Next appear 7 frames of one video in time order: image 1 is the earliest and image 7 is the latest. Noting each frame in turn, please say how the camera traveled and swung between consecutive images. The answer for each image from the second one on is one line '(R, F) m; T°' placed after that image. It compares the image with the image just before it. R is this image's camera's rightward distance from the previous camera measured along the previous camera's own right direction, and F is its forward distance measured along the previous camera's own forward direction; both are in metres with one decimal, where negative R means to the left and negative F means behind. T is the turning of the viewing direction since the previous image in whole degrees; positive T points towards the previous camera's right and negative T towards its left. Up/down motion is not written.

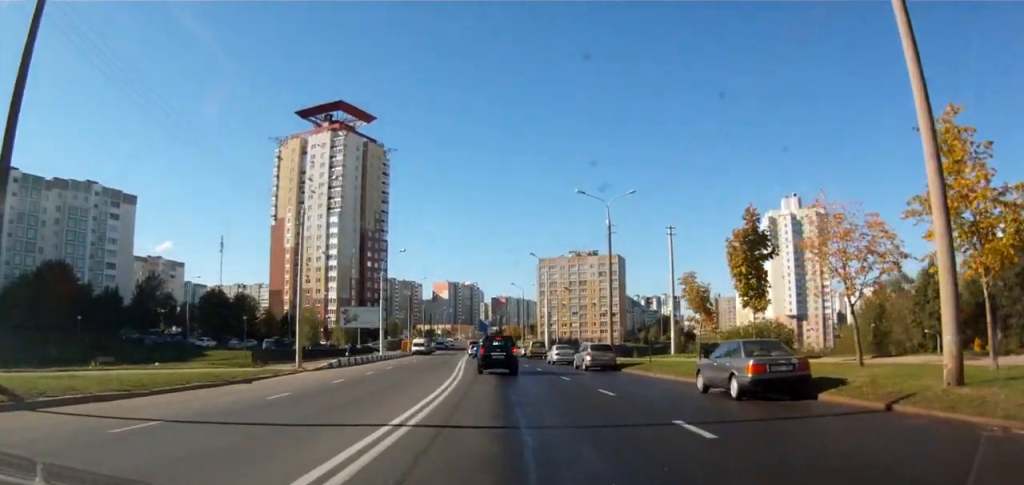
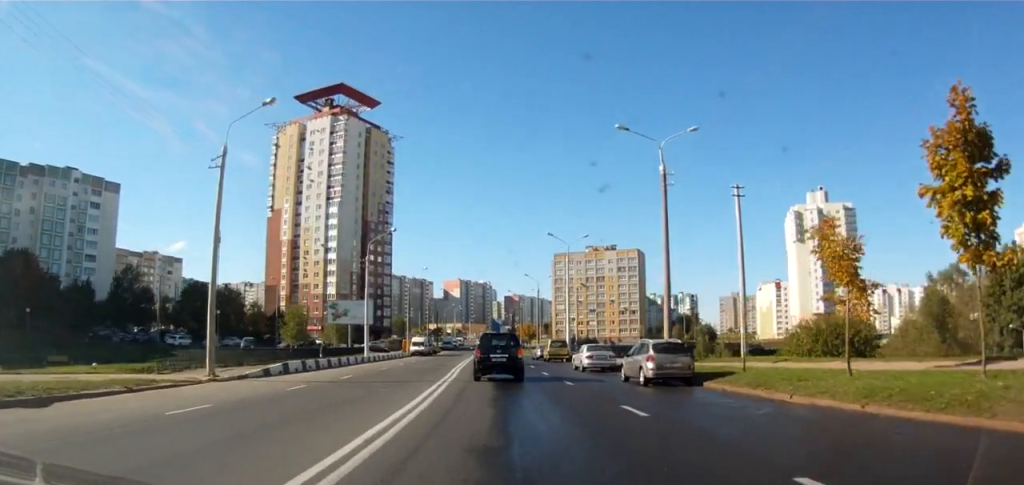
(+0.3, +12.7) m; -2°
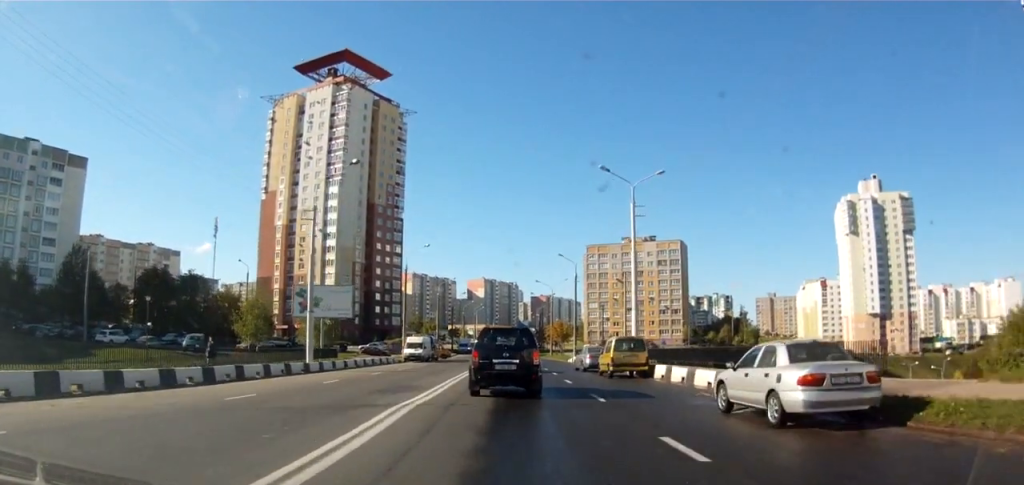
(-1.0, +23.9) m; -3°
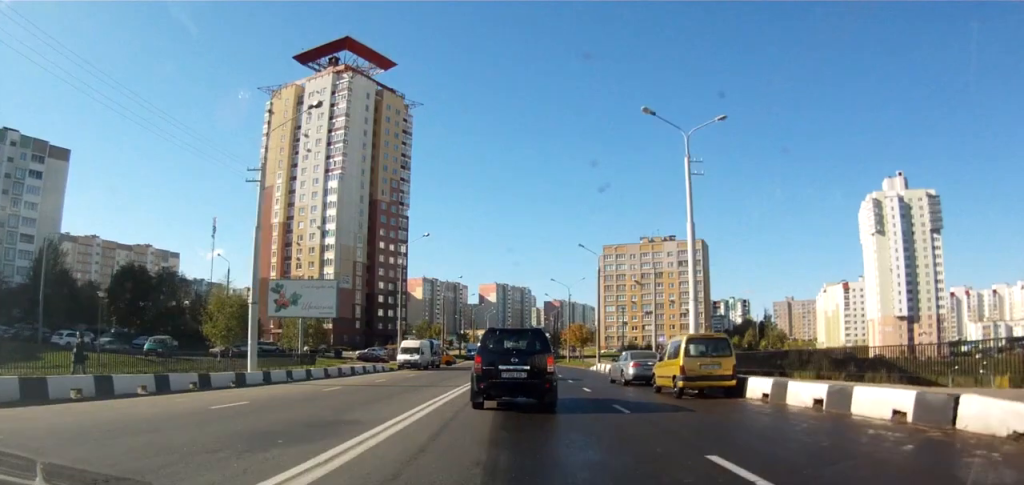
(-0.4, +9.9) m; -4°
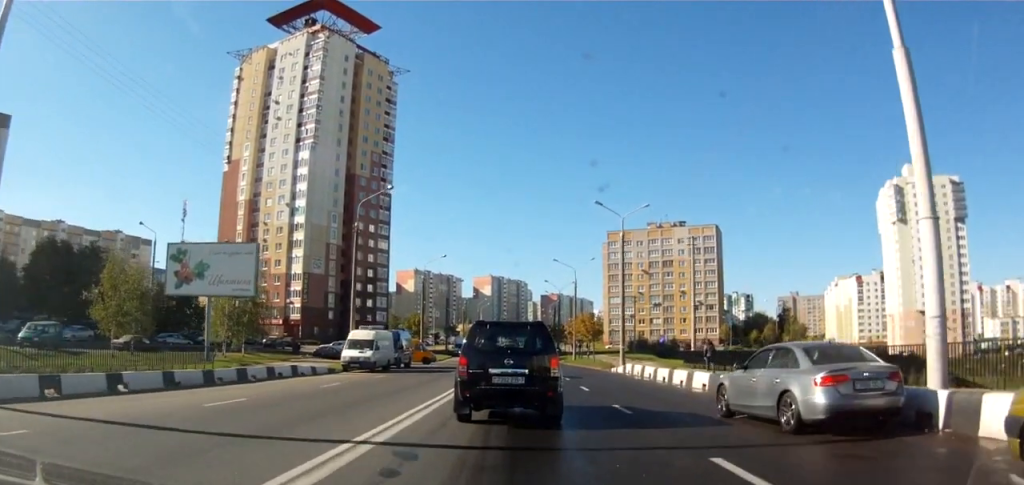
(+0.1, +16.0) m; +4°
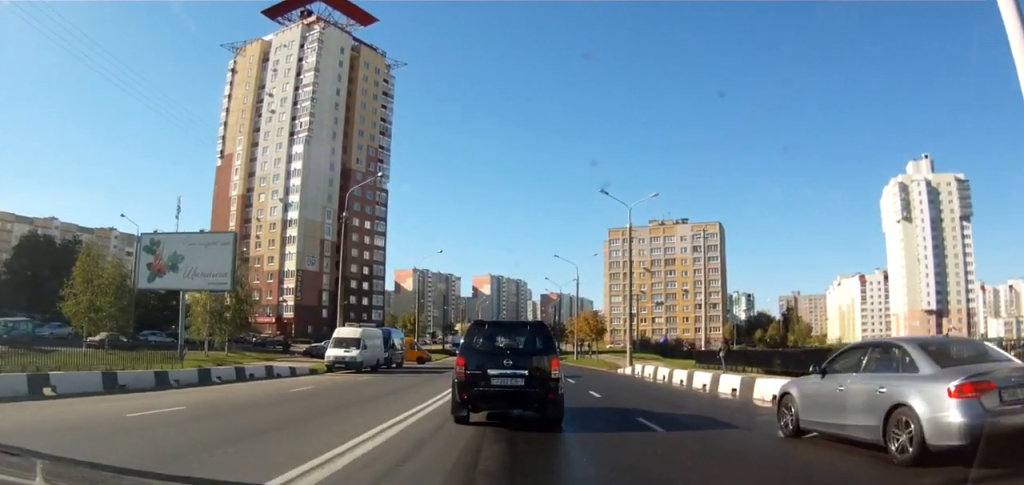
(+0.2, +3.2) m; 0°
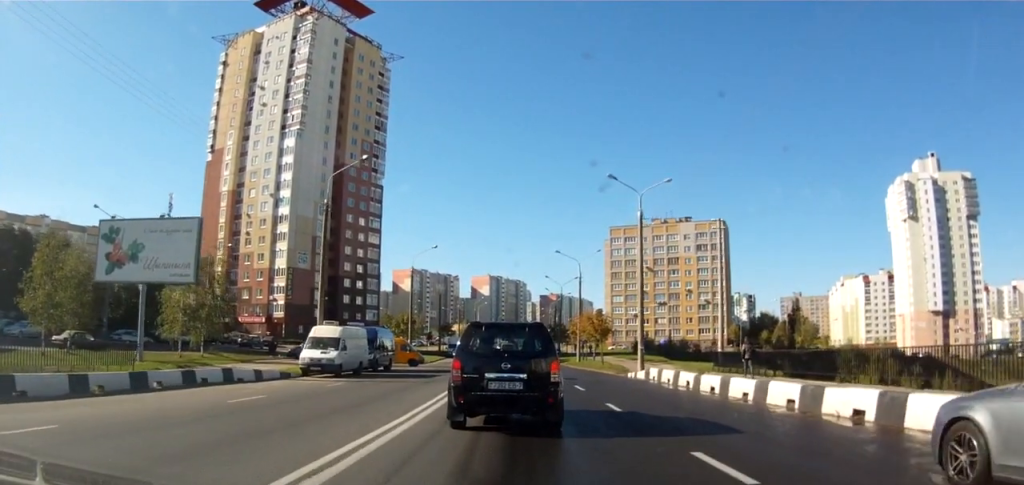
(-0.2, +4.0) m; -2°
